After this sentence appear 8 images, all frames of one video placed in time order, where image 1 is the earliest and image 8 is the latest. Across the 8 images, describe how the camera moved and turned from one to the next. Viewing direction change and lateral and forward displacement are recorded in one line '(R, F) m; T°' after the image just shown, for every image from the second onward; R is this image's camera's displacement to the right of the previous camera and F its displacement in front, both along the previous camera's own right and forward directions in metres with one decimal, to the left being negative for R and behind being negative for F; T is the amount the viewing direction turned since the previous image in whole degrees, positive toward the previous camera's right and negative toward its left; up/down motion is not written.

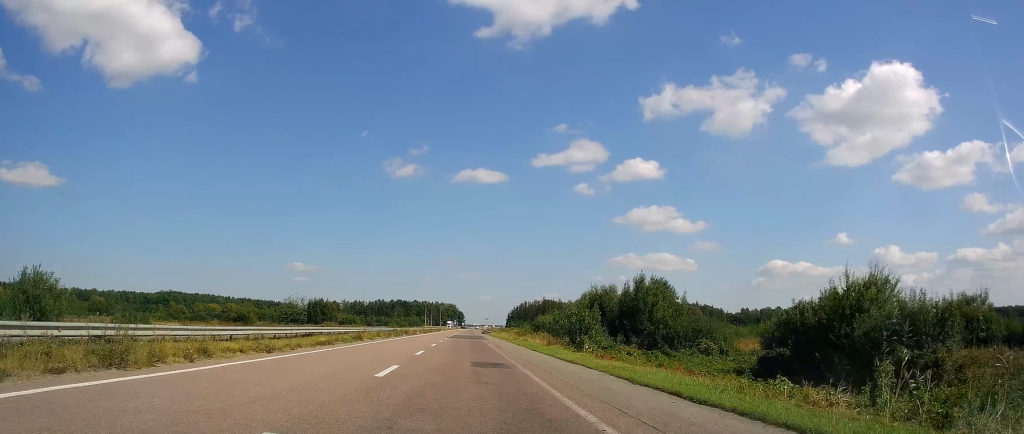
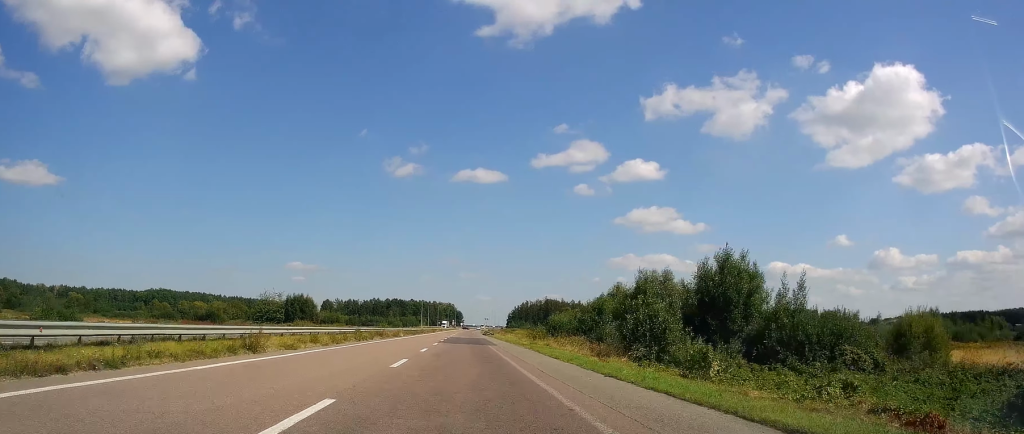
(-0.1, +18.2) m; 0°
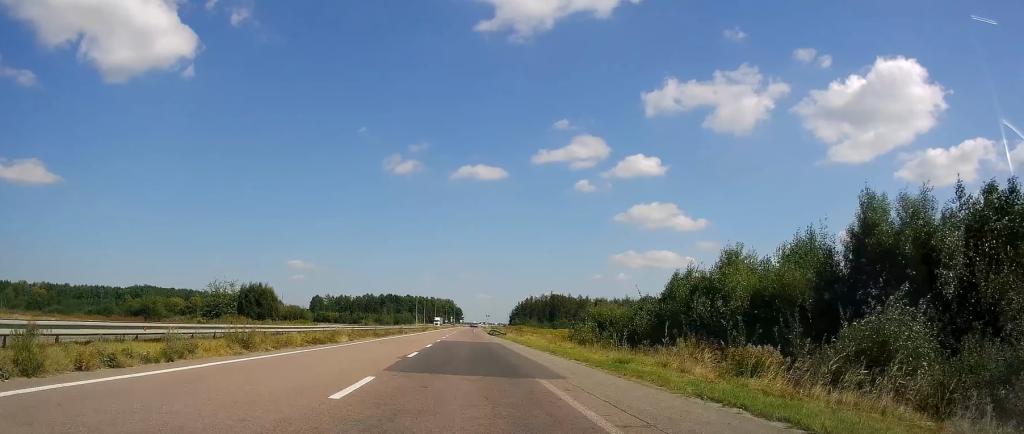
(+0.3, +29.1) m; +1°
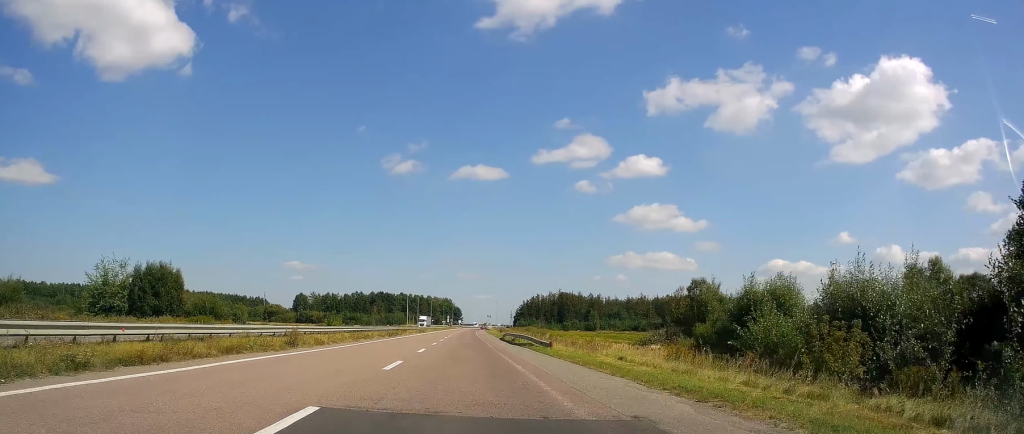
(0.0, +40.9) m; 0°
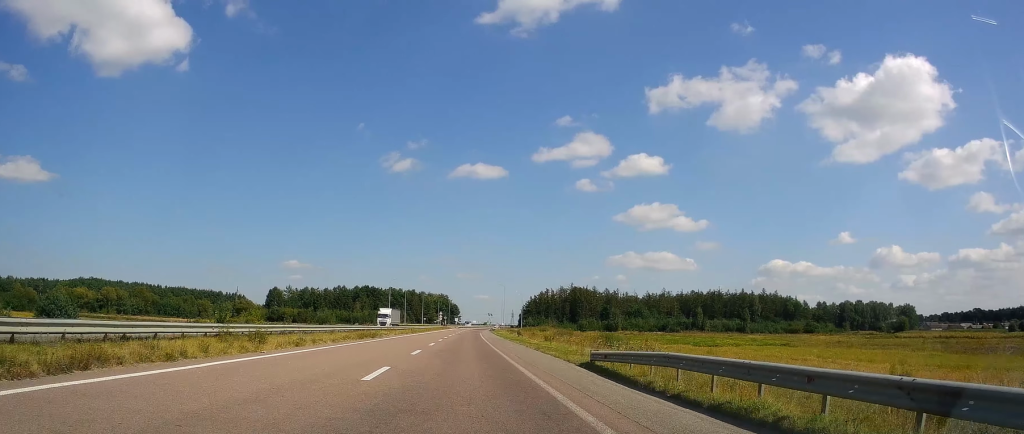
(-0.6, +51.9) m; 0°
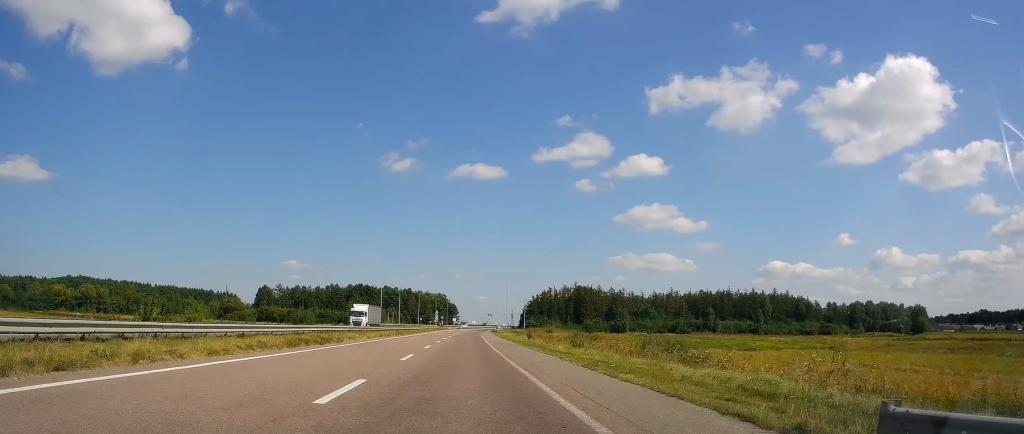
(0.0, +15.9) m; 0°
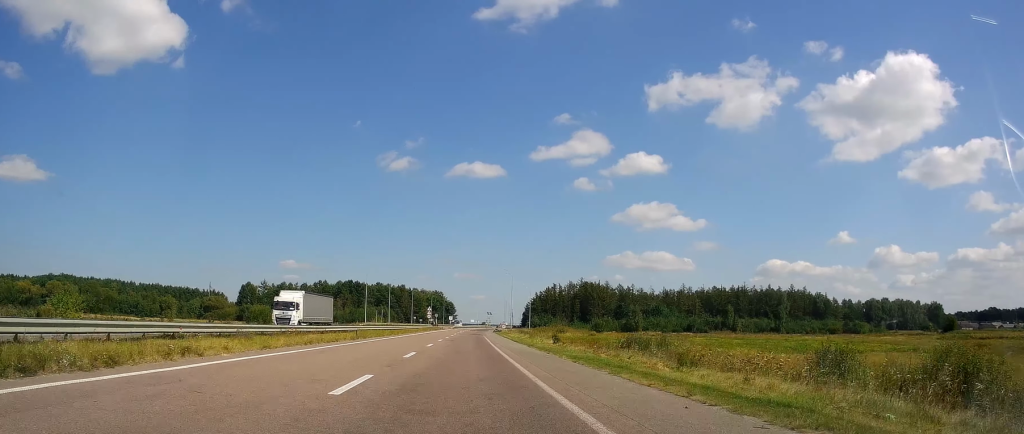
(+0.7, +23.1) m; +1°
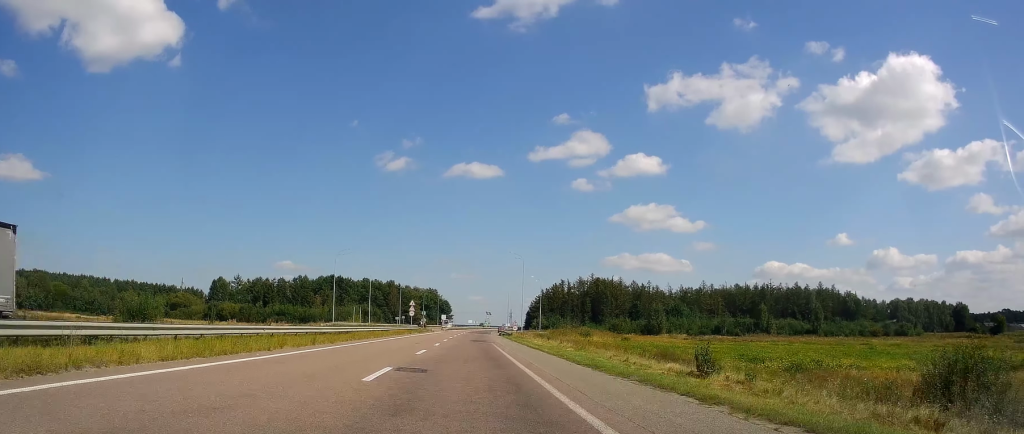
(-0.3, +33.1) m; -1°
